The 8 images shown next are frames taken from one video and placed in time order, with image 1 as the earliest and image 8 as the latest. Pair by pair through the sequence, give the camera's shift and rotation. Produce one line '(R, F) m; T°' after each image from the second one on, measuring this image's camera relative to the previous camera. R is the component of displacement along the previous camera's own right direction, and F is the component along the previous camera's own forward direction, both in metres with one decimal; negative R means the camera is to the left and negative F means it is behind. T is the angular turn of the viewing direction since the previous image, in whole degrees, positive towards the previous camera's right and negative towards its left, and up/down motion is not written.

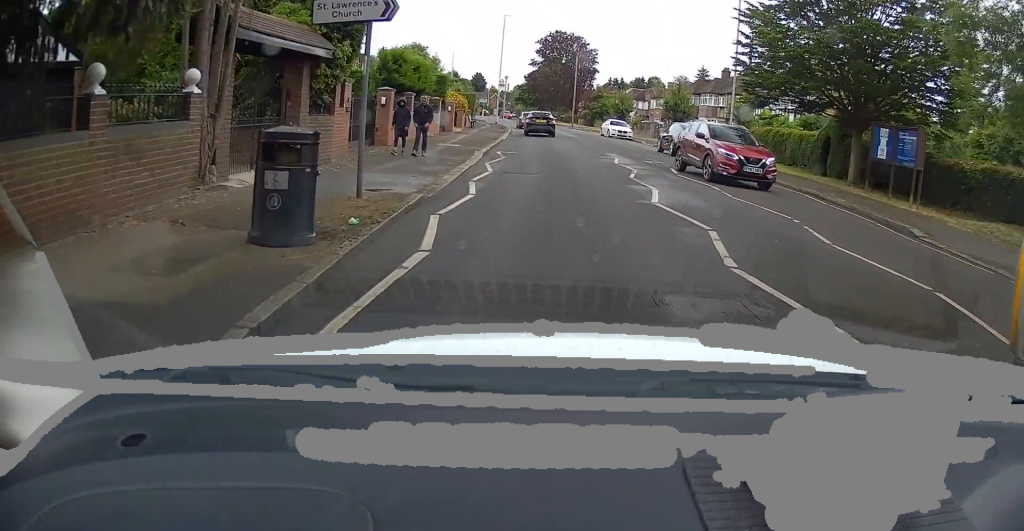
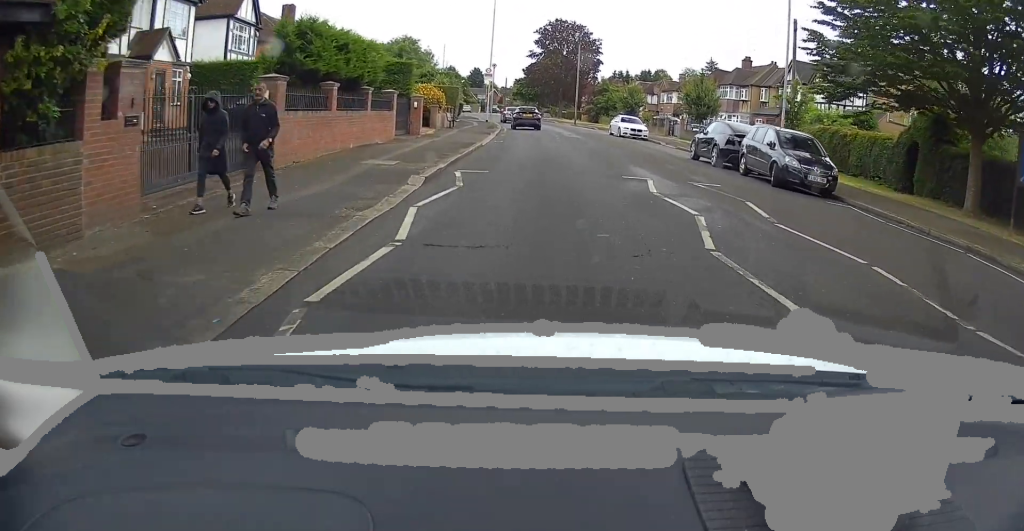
(+0.1, +8.5) m; 0°
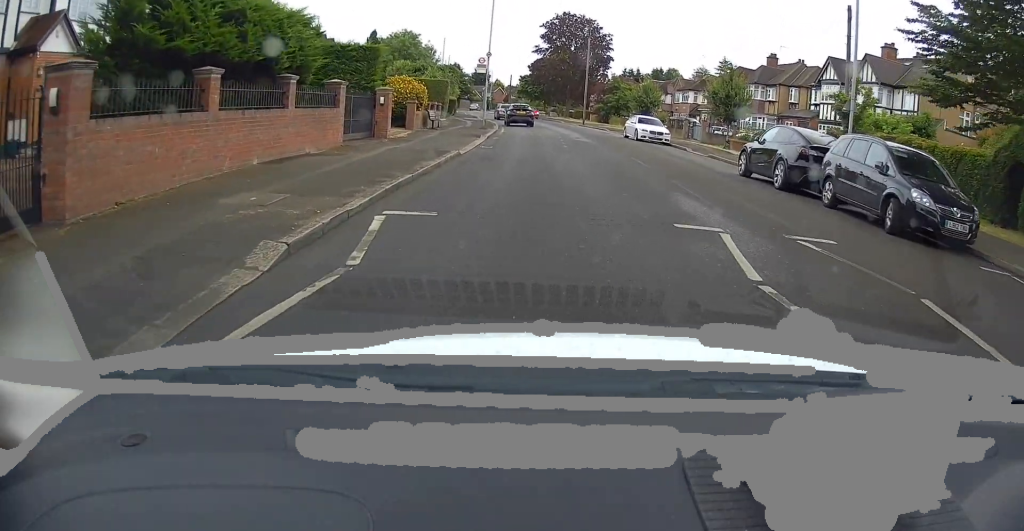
(-0.1, +6.4) m; -2°
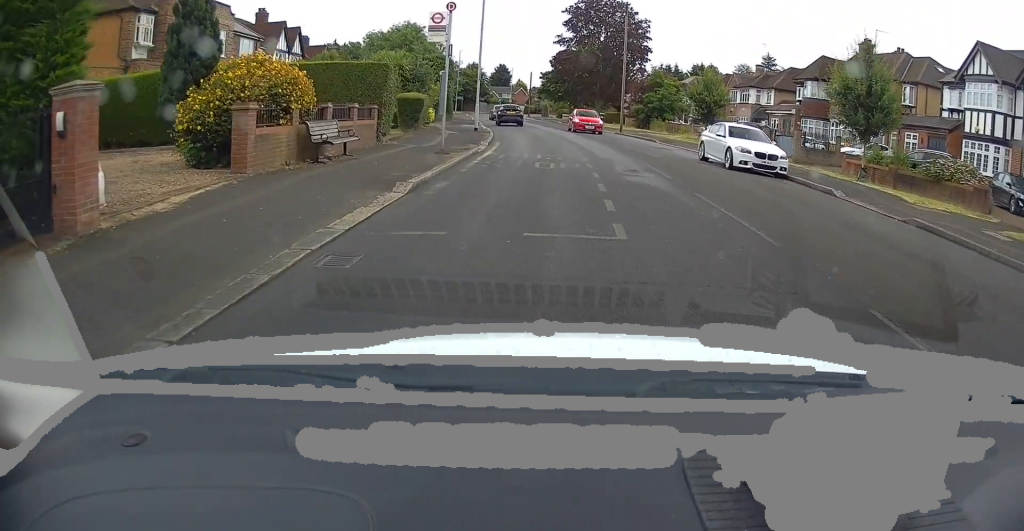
(-0.6, +16.1) m; -3°
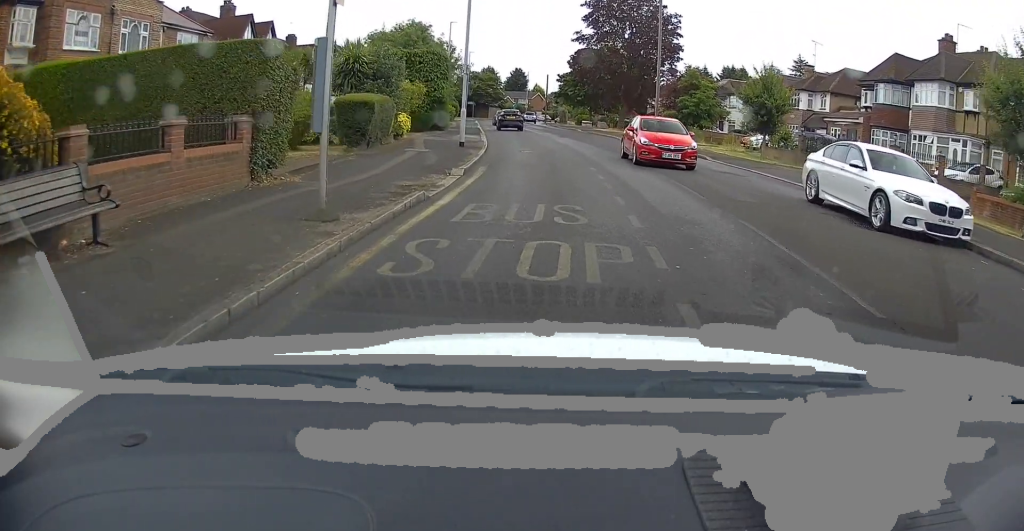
(0.0, +9.4) m; -2°
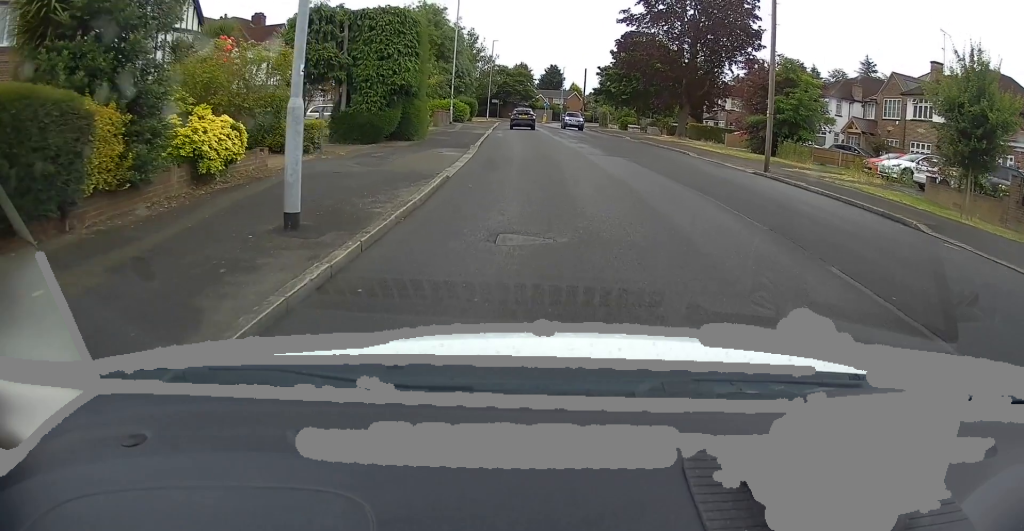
(-0.8, +16.6) m; -3°
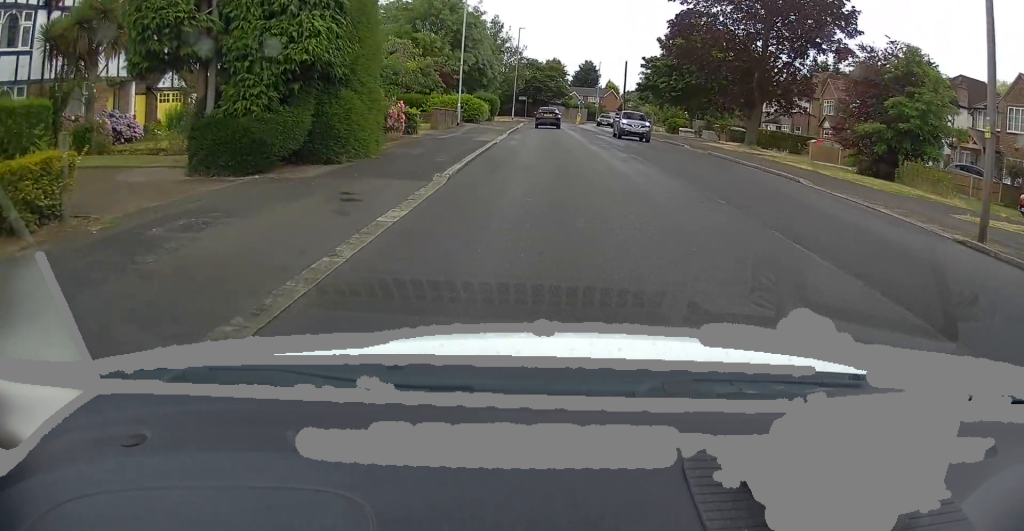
(0.0, +11.7) m; -1°
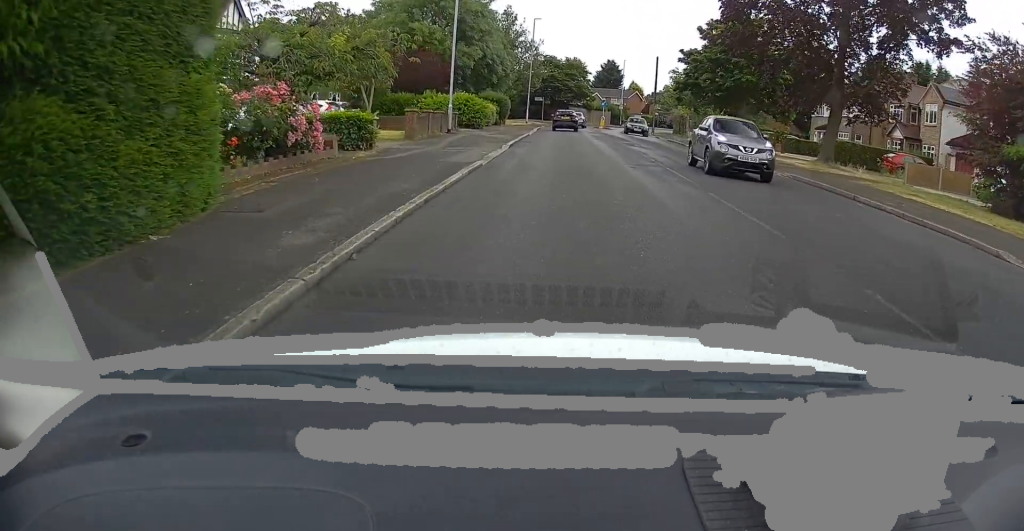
(-0.2, +9.6) m; -2°
